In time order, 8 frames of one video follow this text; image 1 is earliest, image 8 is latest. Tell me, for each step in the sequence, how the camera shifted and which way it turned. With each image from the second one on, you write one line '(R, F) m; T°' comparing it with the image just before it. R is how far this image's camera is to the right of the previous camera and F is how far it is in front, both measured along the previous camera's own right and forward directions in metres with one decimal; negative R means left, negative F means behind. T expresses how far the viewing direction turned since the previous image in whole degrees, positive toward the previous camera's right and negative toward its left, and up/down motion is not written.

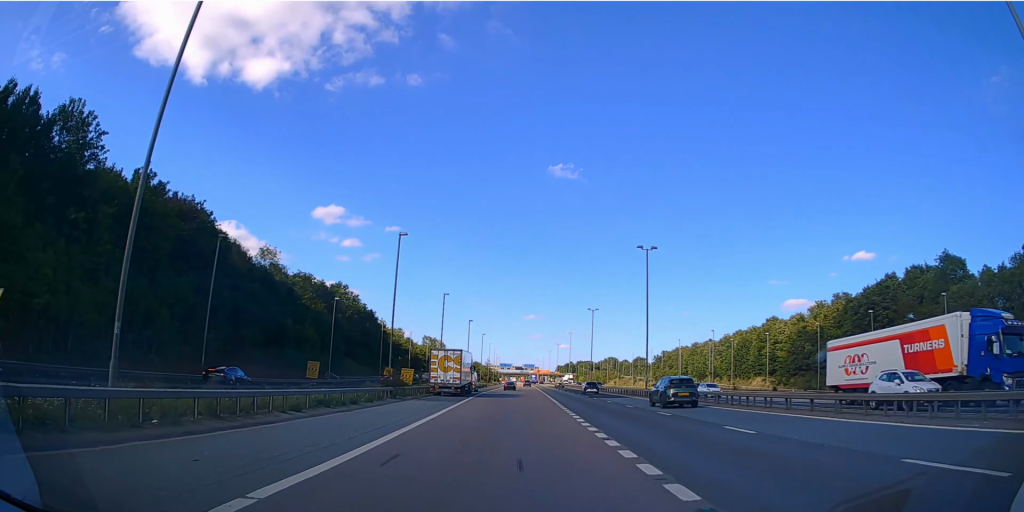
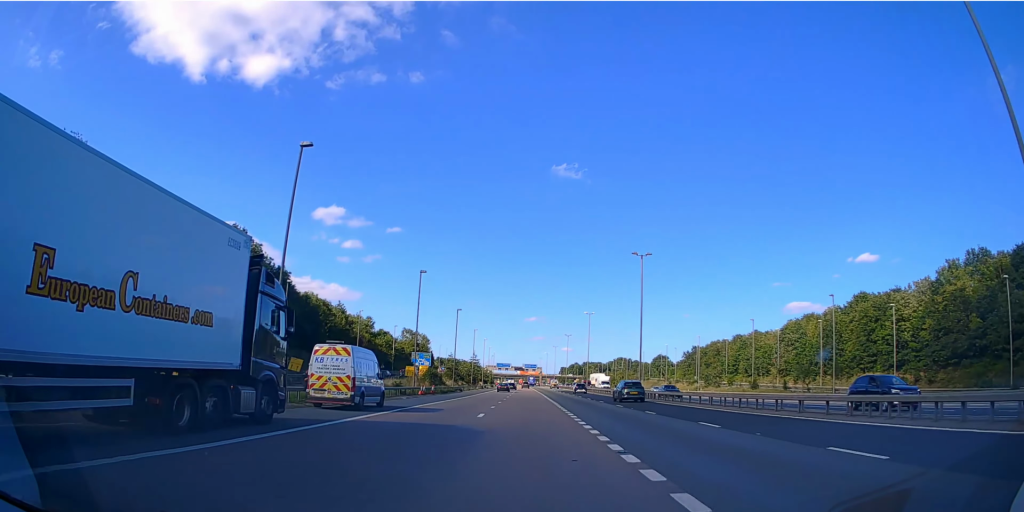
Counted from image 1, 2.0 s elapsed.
(+0.2, +46.5) m; 0°
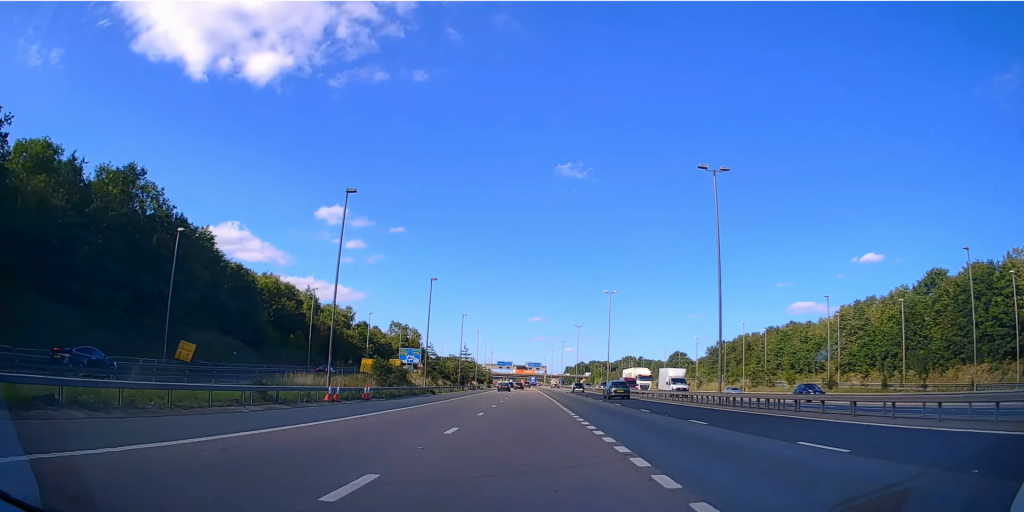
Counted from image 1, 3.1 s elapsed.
(-0.1, +25.5) m; 0°
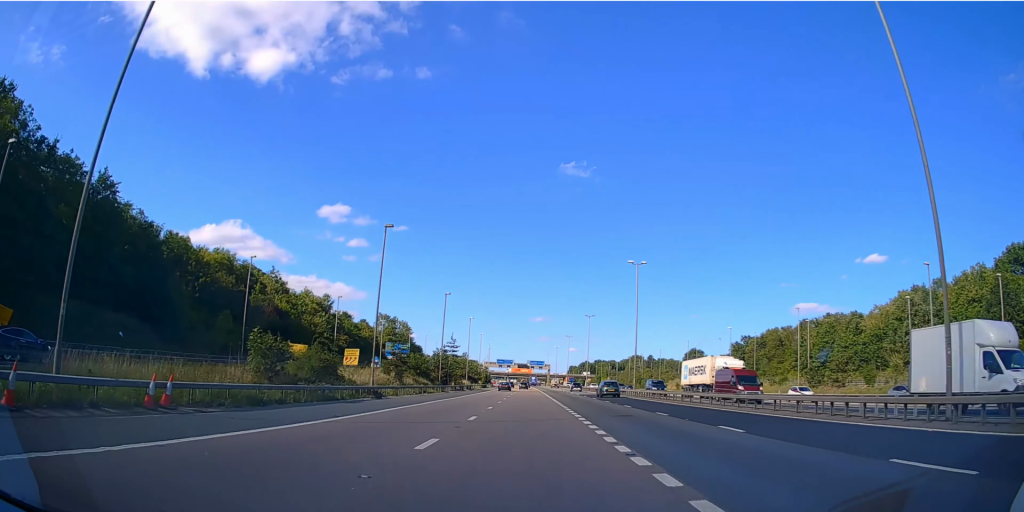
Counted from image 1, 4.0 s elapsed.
(-0.1, +21.7) m; 0°
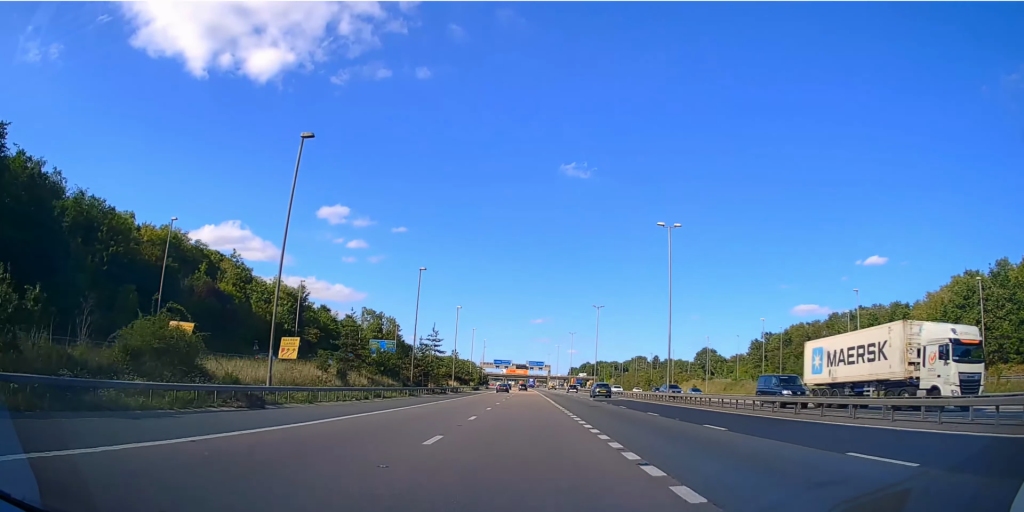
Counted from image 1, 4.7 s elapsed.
(+0.1, +16.8) m; 0°
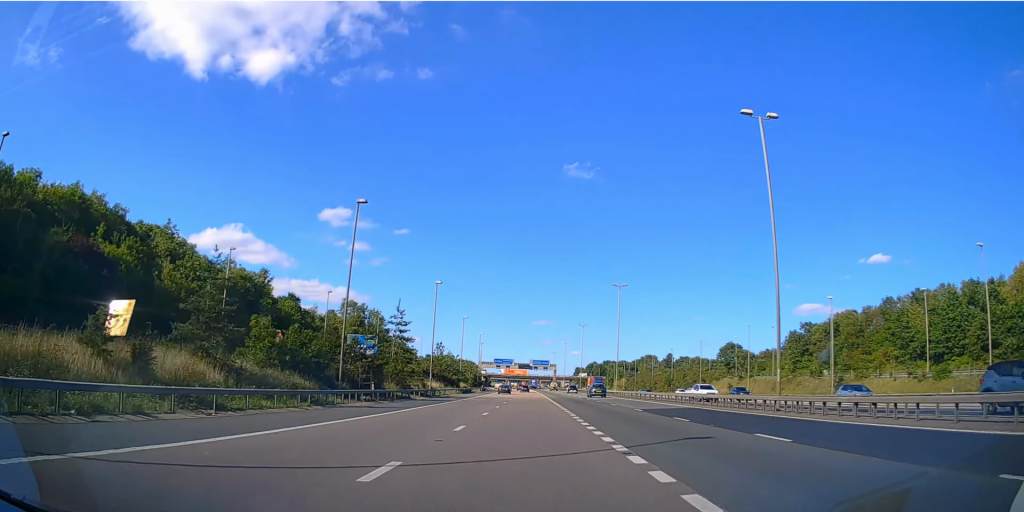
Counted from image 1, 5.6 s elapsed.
(0.0, +21.6) m; 0°
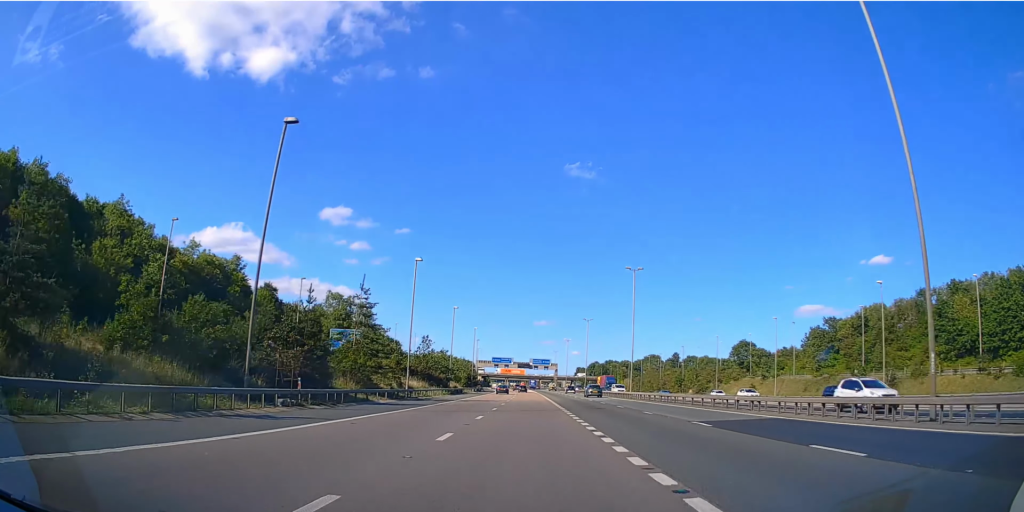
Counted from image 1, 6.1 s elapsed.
(0.0, +12.0) m; 0°
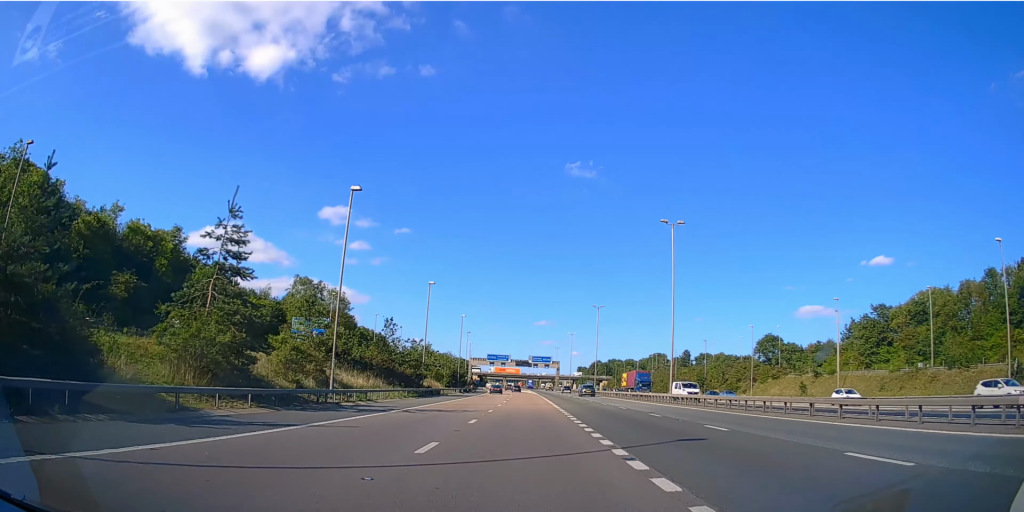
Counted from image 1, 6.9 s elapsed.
(+0.1, +20.0) m; 0°
